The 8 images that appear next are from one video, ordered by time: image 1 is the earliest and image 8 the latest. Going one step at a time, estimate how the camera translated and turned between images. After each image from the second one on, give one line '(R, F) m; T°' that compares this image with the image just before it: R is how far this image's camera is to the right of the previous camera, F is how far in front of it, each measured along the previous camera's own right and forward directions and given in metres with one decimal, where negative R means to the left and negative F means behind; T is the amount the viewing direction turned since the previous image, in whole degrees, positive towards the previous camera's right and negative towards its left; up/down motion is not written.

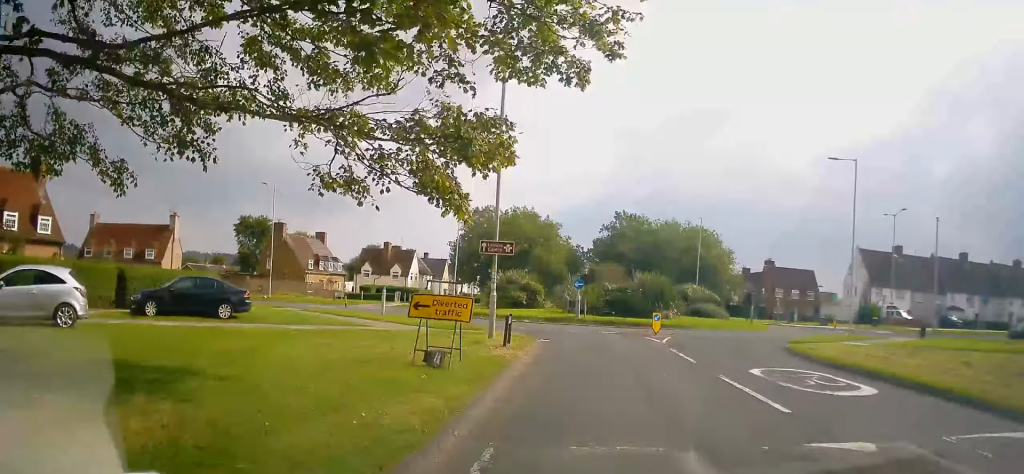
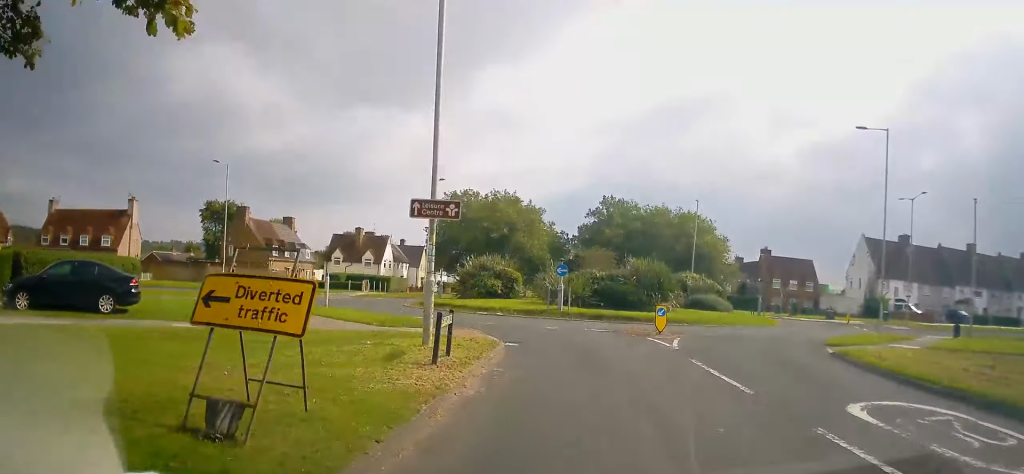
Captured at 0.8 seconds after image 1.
(+0.3, +5.6) m; +3°
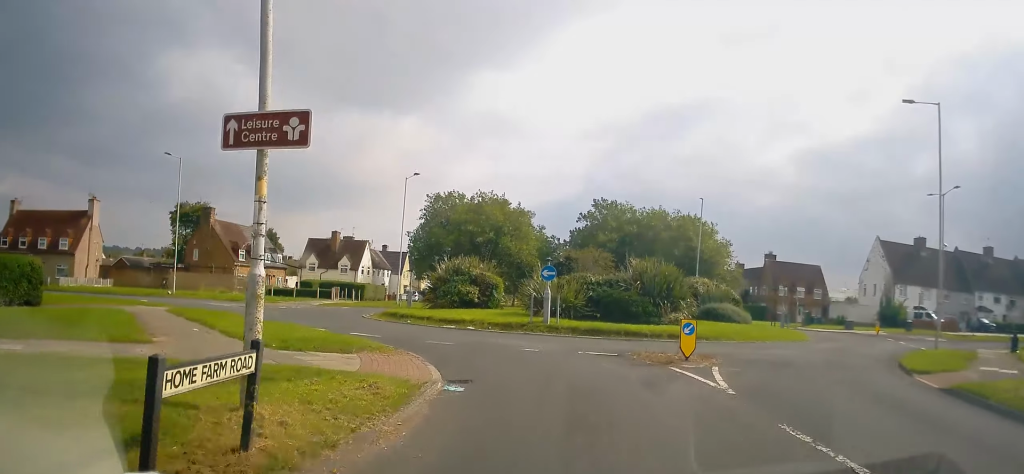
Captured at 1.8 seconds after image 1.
(+0.2, +6.0) m; 0°
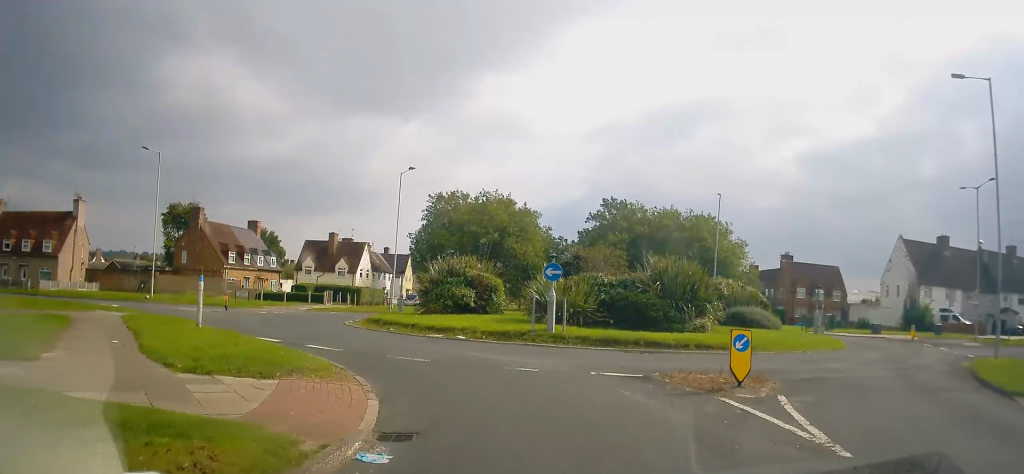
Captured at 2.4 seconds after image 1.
(0.0, +3.7) m; -3°
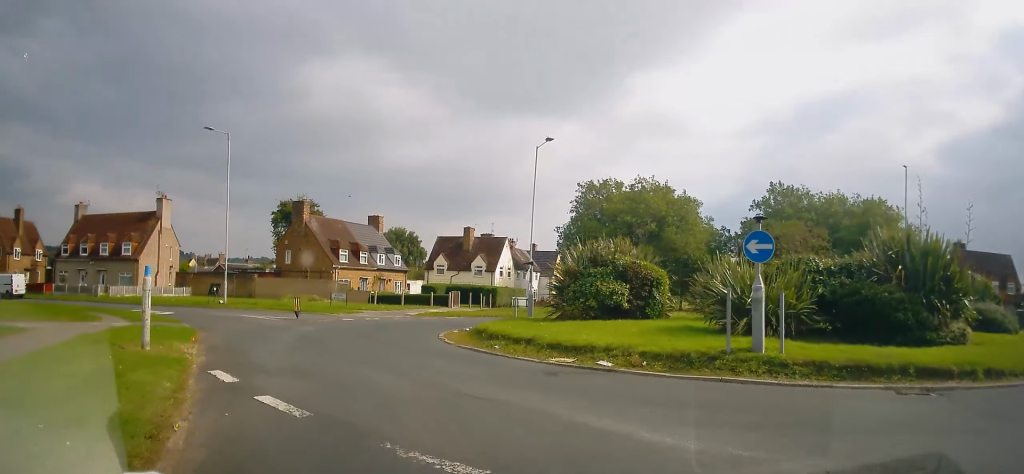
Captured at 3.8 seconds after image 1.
(-1.0, +8.2) m; -15°
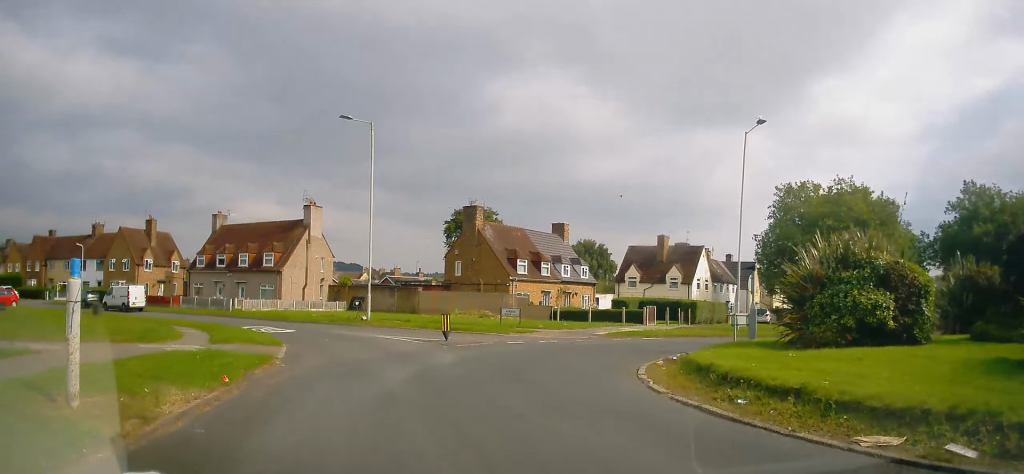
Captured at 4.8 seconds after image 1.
(-0.6, +5.8) m; -11°
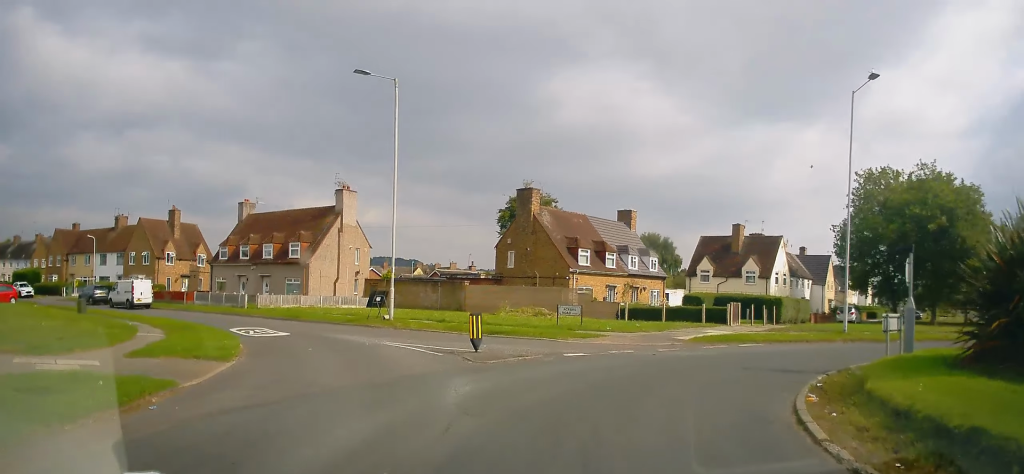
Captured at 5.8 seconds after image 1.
(-0.5, +5.9) m; -4°
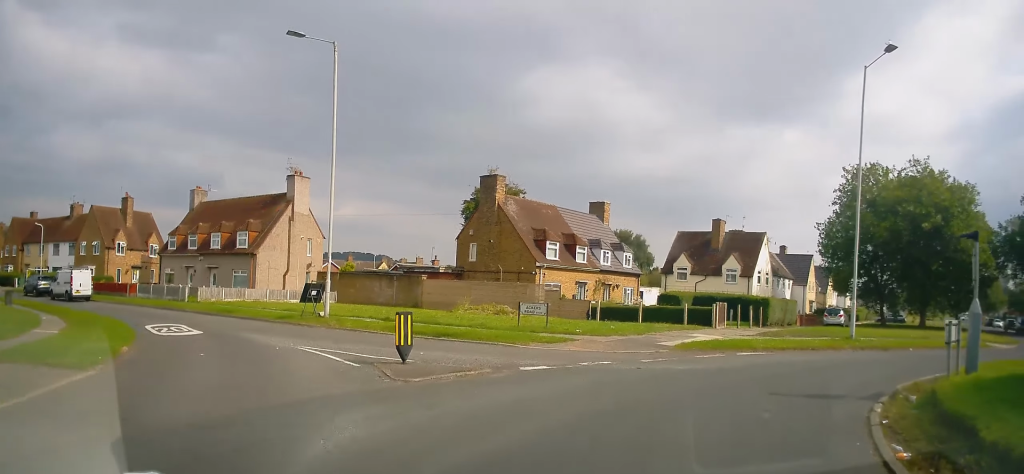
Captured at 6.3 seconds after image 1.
(-0.2, +3.4) m; +2°
